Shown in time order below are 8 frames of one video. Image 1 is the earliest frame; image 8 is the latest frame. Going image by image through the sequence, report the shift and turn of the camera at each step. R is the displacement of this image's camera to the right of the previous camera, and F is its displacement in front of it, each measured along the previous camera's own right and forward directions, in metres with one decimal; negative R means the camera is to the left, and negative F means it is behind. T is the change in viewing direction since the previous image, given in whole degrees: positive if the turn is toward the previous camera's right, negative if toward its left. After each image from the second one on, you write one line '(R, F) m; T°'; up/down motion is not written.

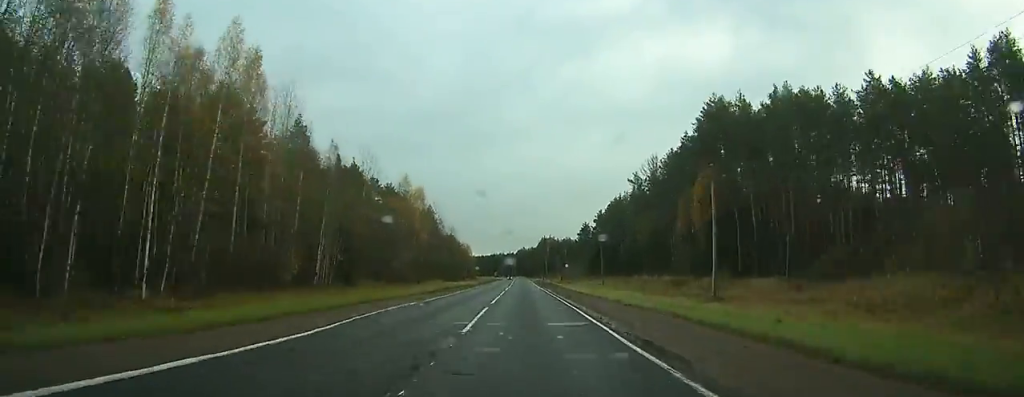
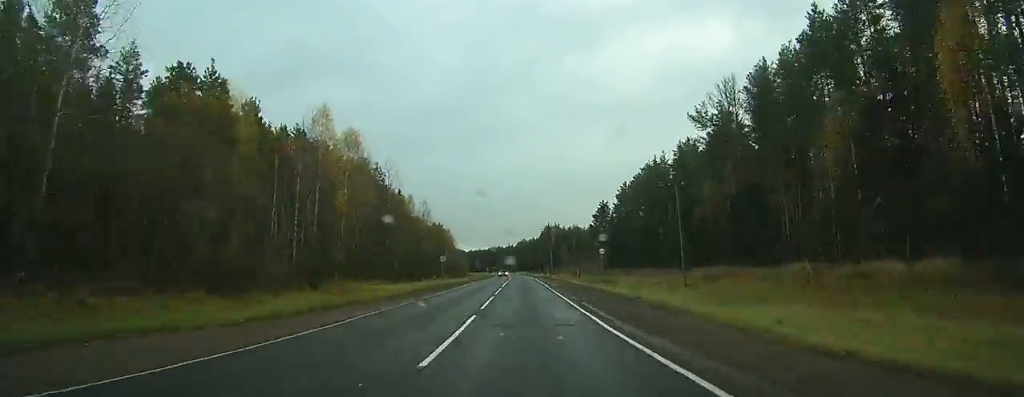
(0.0, +53.4) m; 0°
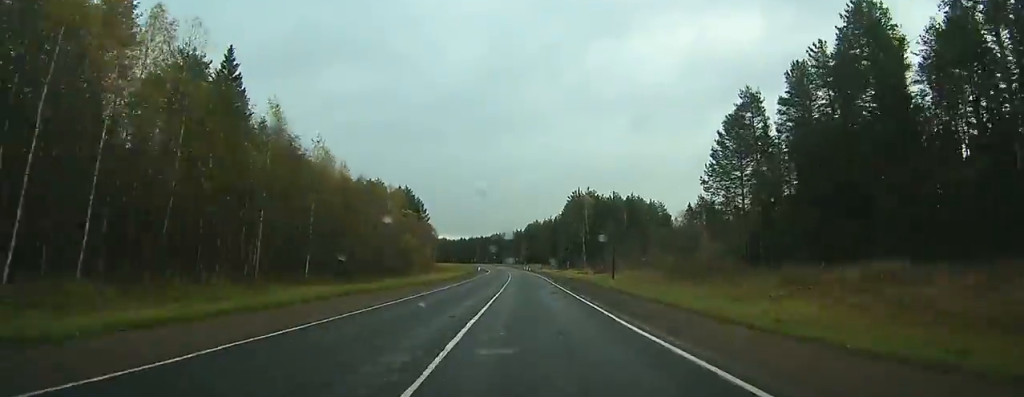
(-1.3, +118.1) m; -1°
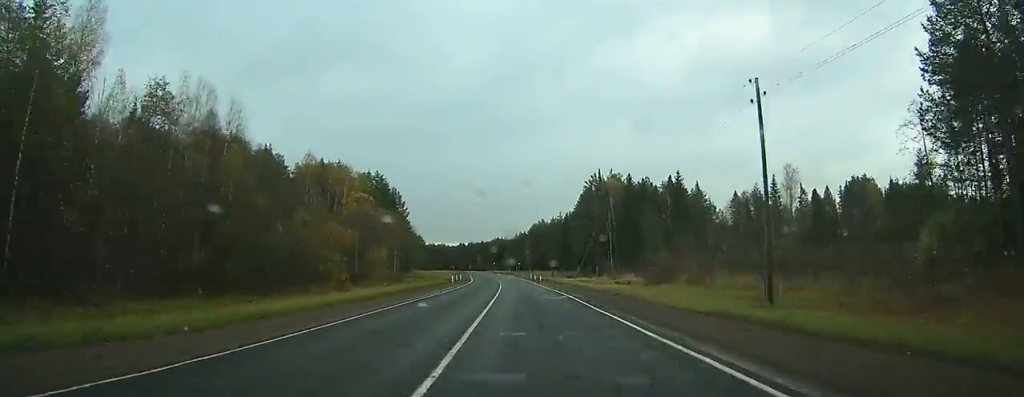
(-0.1, +46.3) m; -1°
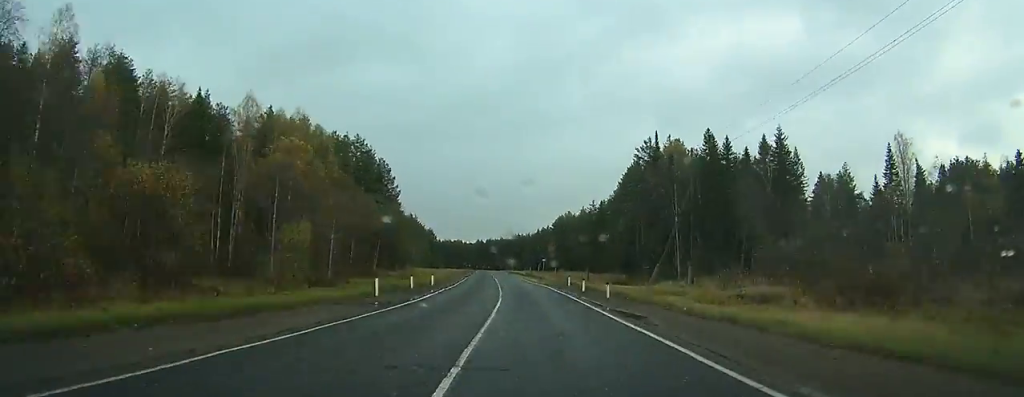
(-0.3, +40.9) m; -1°
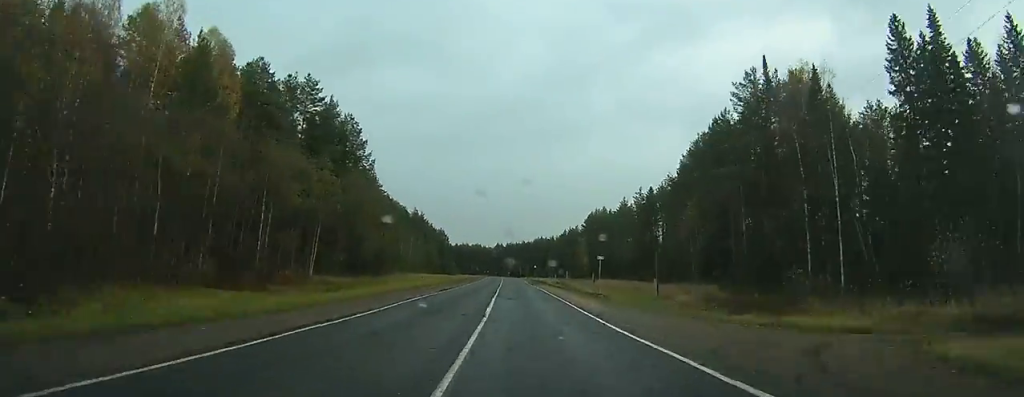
(-0.3, +42.2) m; -2°
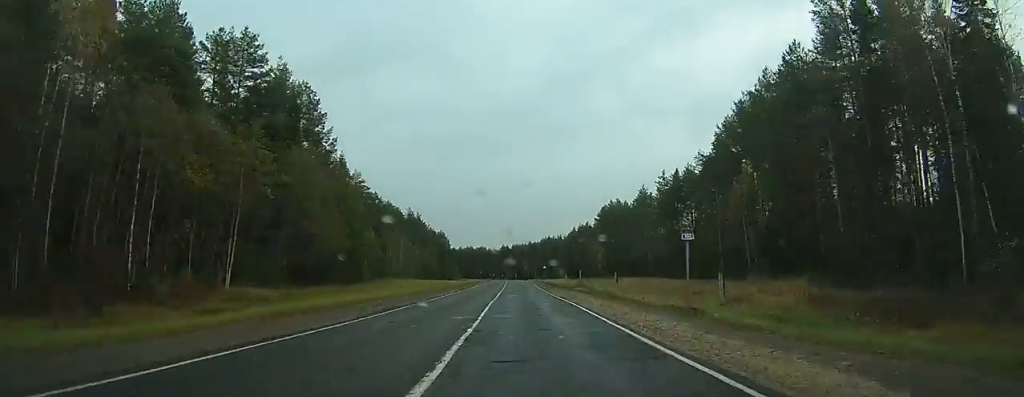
(-0.5, +20.9) m; -1°
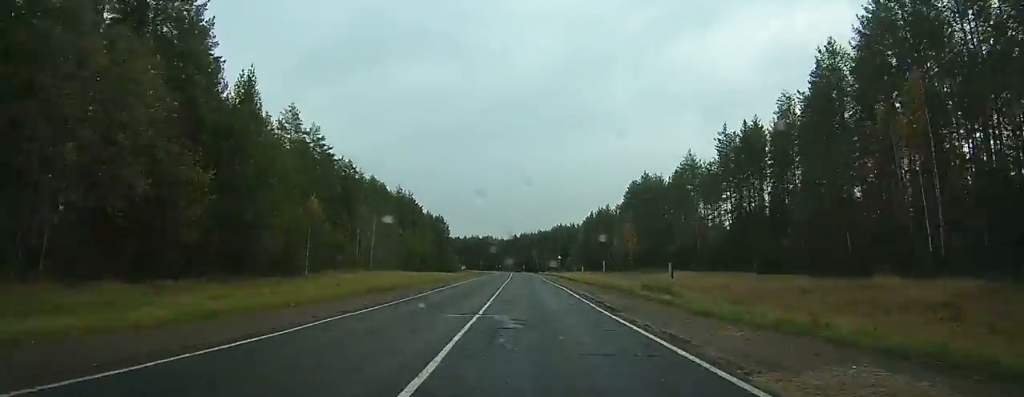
(-0.4, +33.7) m; -1°
